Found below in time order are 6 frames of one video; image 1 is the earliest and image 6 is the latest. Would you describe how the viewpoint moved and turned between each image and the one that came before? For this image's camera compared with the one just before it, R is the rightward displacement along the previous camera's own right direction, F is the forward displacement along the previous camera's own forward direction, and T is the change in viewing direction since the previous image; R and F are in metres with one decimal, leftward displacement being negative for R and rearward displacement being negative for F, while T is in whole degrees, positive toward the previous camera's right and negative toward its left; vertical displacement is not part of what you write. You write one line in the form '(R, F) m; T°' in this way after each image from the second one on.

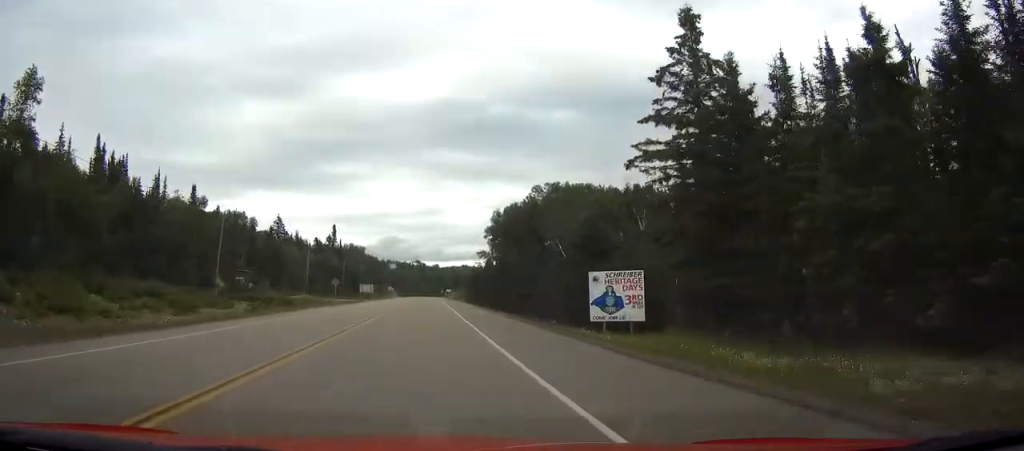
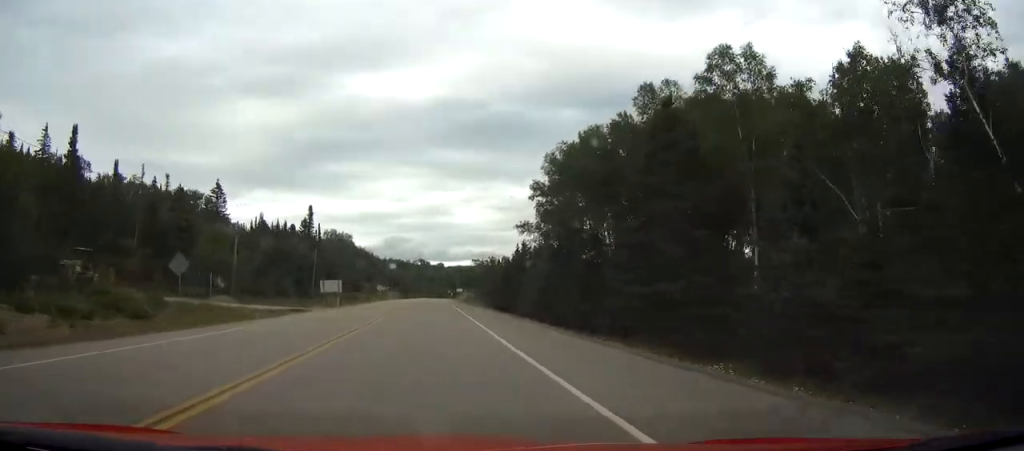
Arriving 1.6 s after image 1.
(-0.1, +48.2) m; 0°
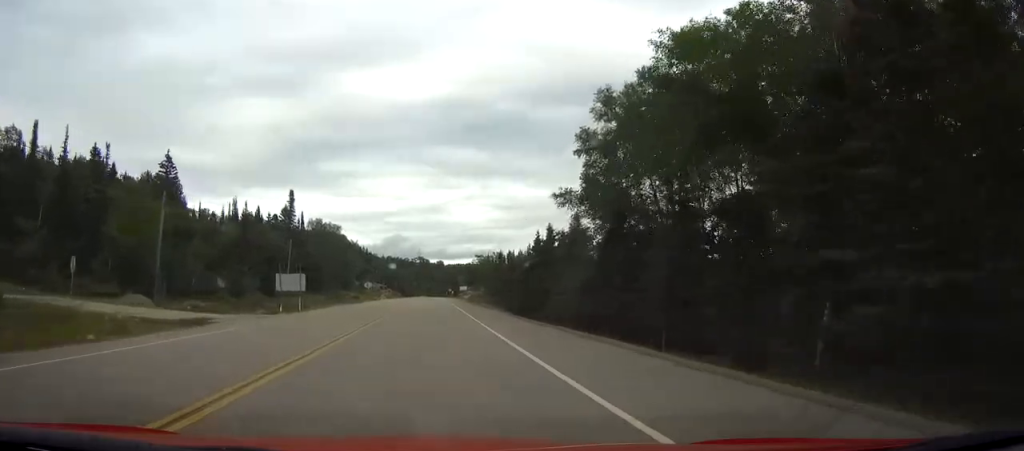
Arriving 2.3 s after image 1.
(+0.1, +21.5) m; 0°
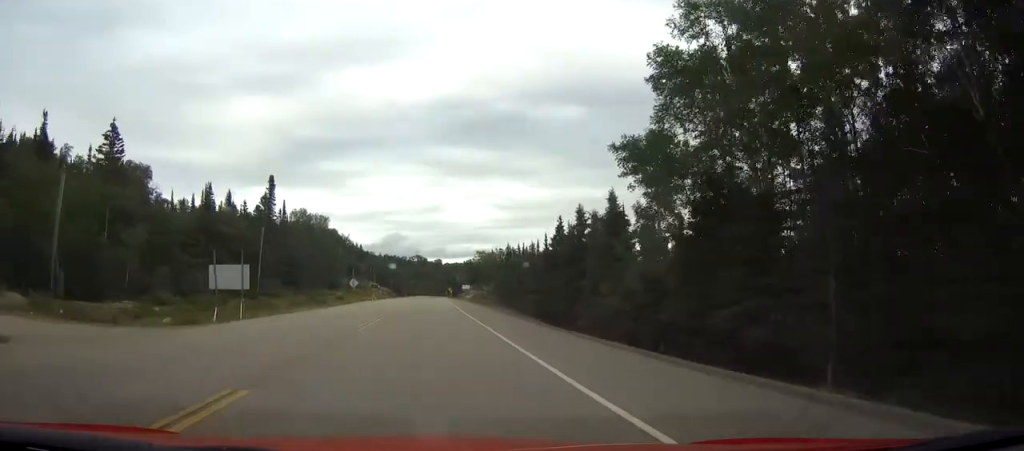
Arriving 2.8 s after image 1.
(0.0, +16.3) m; 0°
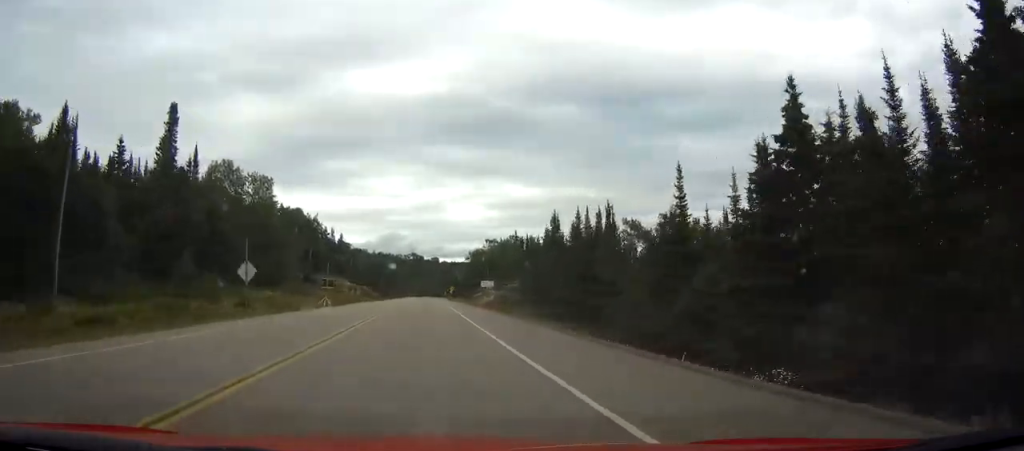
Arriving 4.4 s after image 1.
(+0.1, +48.9) m; 0°
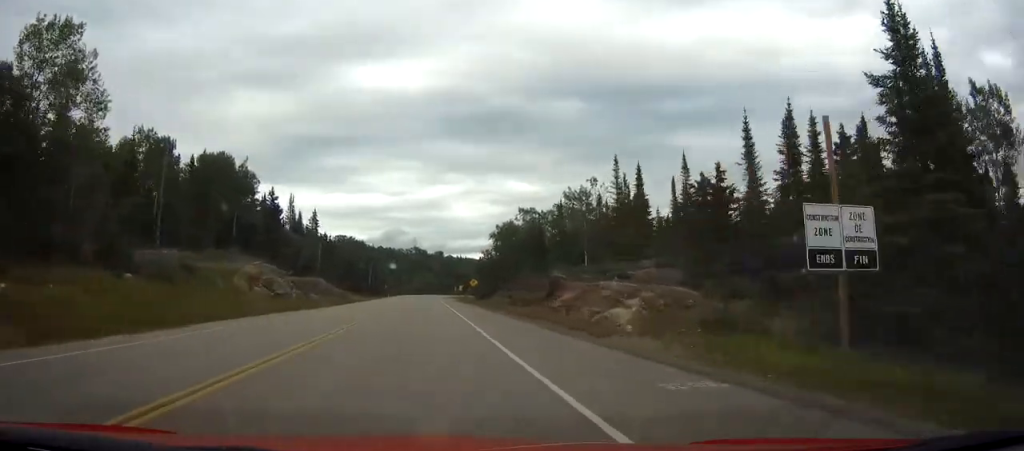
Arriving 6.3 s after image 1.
(0.0, +57.8) m; 0°
